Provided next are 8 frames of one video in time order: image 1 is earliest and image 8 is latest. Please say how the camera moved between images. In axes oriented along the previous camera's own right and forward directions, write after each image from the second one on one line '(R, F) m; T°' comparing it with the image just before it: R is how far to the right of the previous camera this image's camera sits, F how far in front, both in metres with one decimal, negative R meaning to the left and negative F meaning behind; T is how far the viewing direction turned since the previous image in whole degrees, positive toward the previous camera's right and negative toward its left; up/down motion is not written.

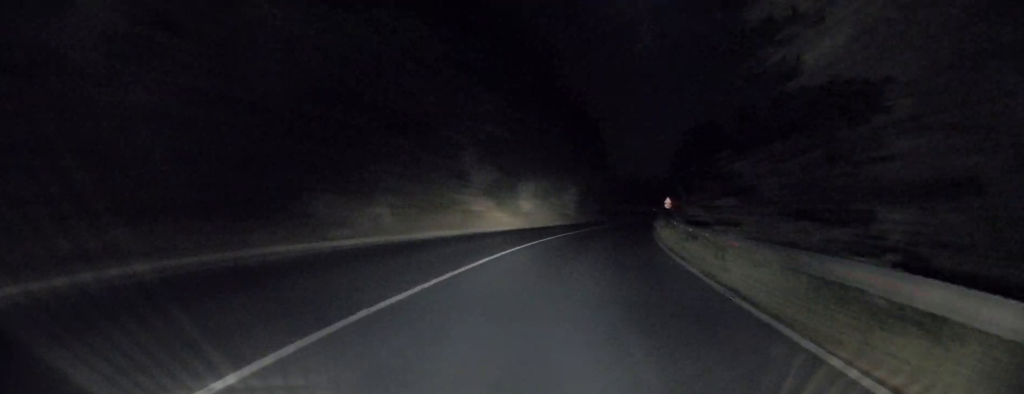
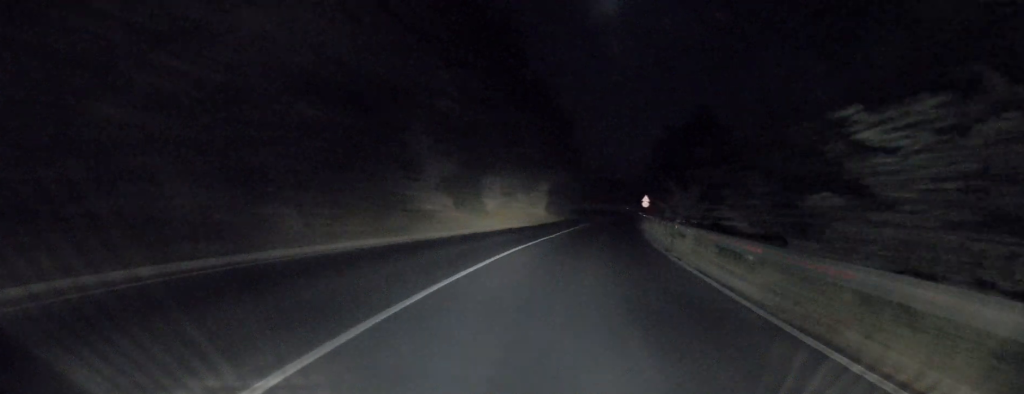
(+0.2, +6.1) m; +3°
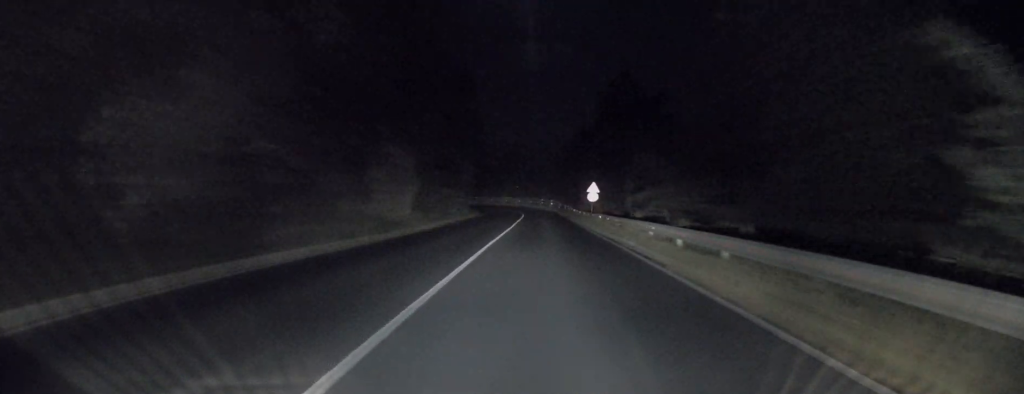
(+3.4, +28.7) m; +9°
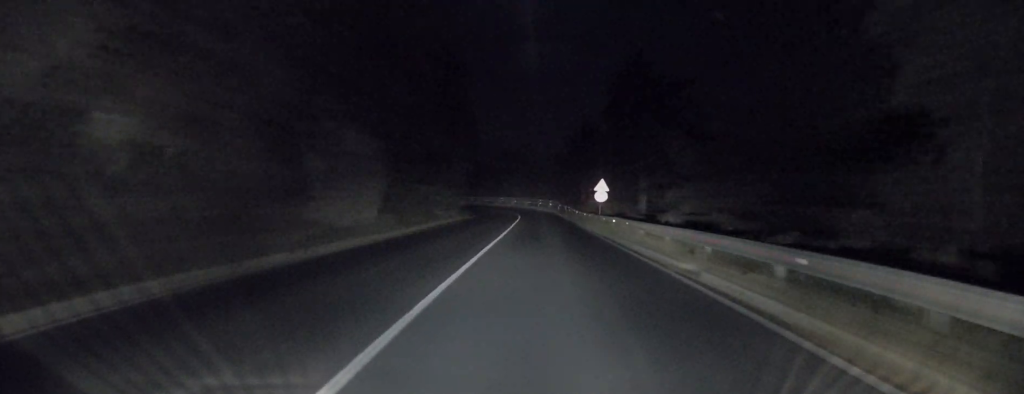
(0.0, +6.6) m; -1°
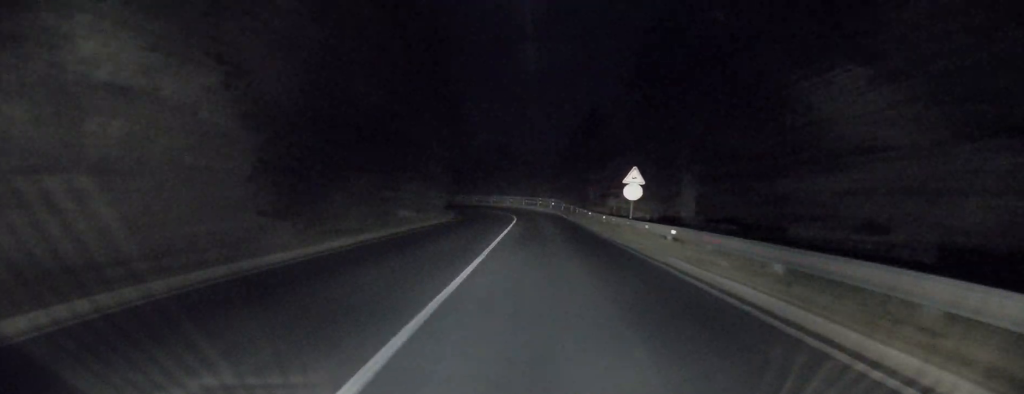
(-0.1, +11.6) m; 0°
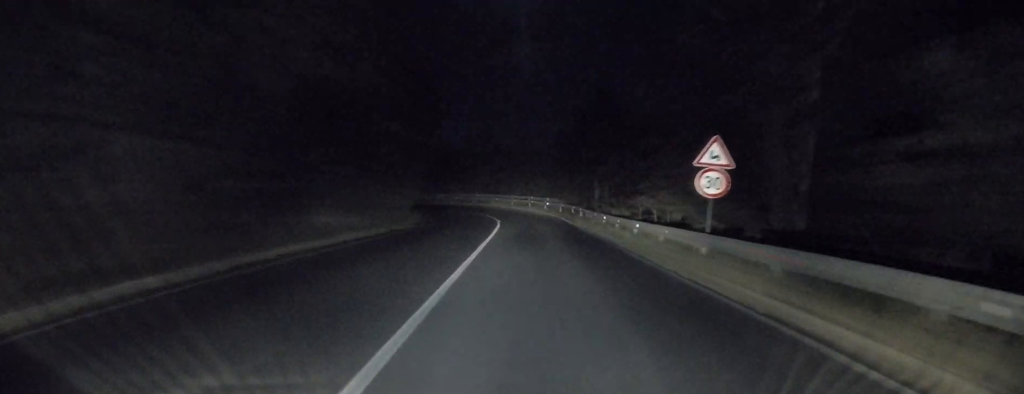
(0.0, +12.0) m; 0°
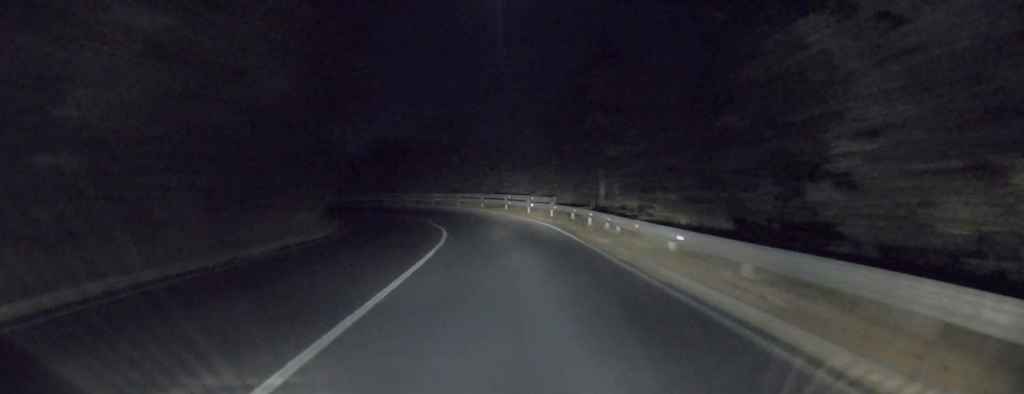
(0.0, +16.4) m; -1°
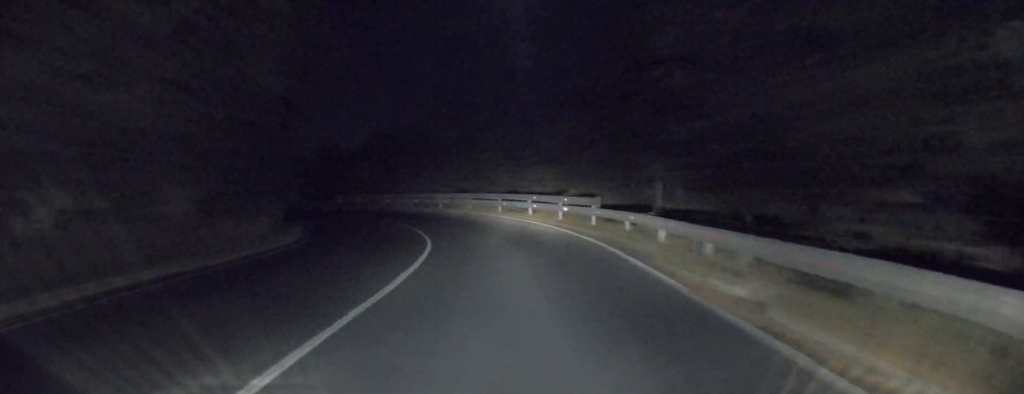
(-0.1, +9.0) m; -2°
